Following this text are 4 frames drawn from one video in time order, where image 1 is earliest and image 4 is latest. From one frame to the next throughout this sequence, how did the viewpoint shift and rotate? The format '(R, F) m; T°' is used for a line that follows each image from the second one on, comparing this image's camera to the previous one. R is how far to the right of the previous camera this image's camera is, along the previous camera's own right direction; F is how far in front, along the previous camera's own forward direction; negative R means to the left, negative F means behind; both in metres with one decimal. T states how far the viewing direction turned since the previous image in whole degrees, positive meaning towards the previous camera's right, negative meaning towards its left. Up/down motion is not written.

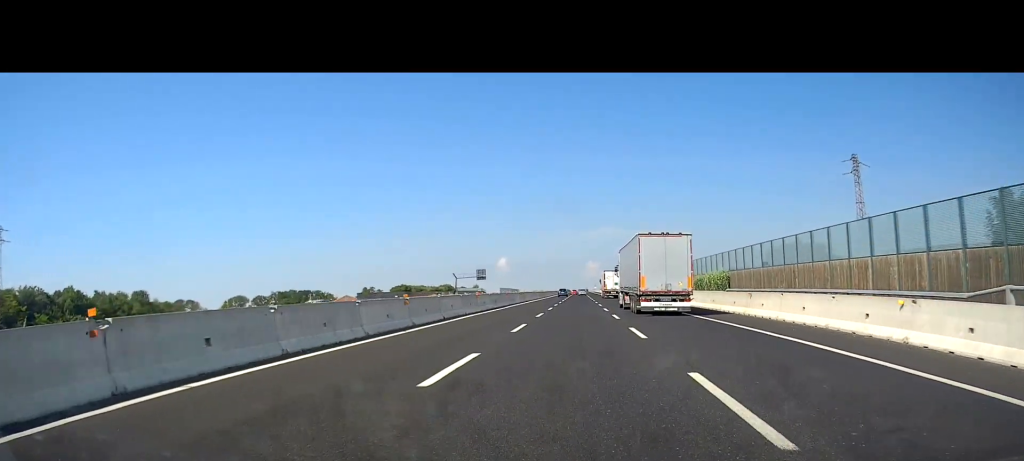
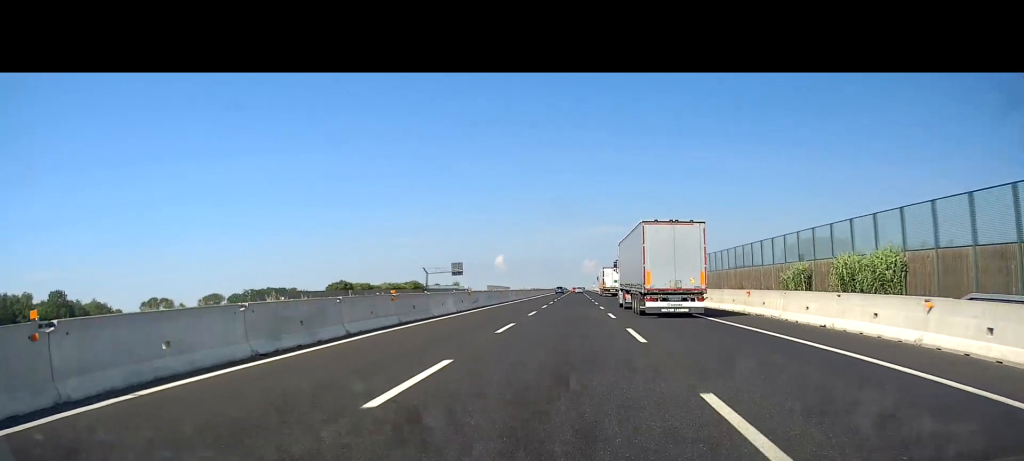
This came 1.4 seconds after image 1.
(-0.1, +37.4) m; 0°
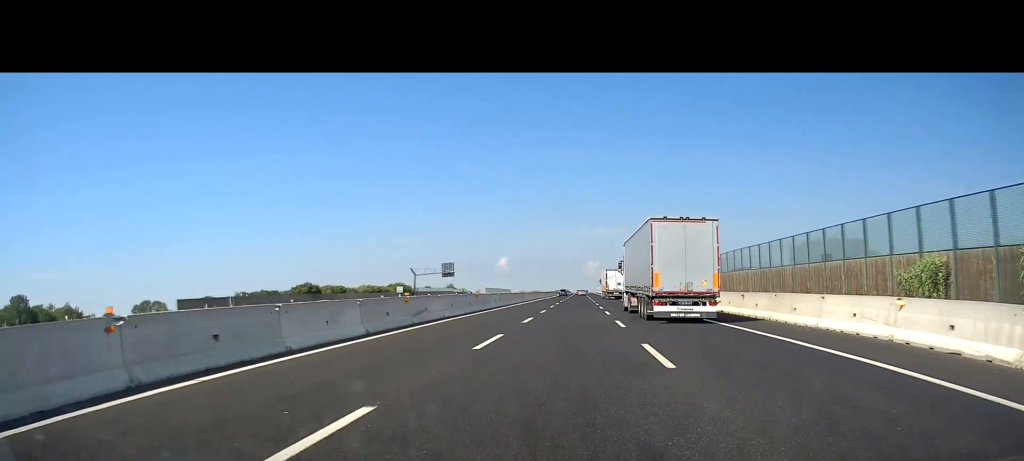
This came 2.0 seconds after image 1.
(0.0, +16.4) m; 0°
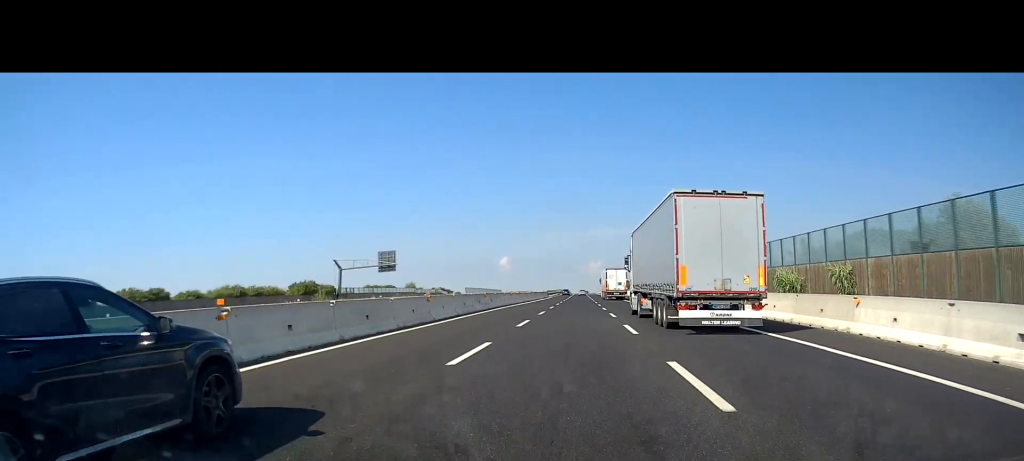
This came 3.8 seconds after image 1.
(+0.1, +51.2) m; +1°
